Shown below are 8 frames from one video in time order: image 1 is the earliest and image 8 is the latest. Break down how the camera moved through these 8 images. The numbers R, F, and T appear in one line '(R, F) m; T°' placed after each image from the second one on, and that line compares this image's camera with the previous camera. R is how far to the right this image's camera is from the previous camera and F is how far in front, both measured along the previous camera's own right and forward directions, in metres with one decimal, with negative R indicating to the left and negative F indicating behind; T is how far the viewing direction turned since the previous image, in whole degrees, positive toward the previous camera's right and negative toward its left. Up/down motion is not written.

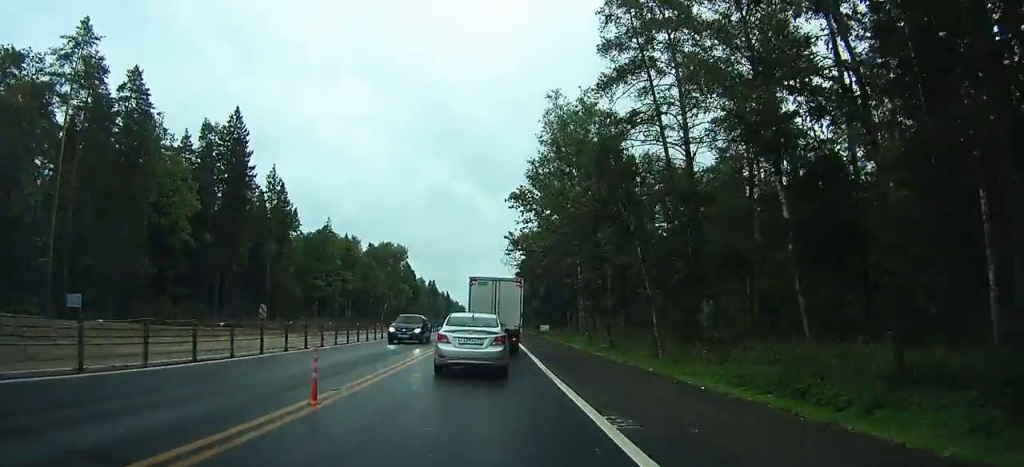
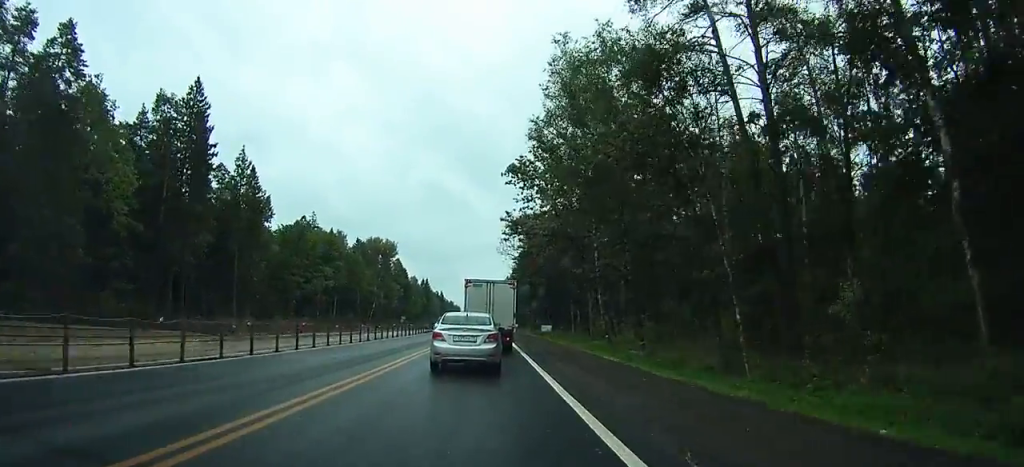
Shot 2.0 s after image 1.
(-0.1, +12.7) m; 0°
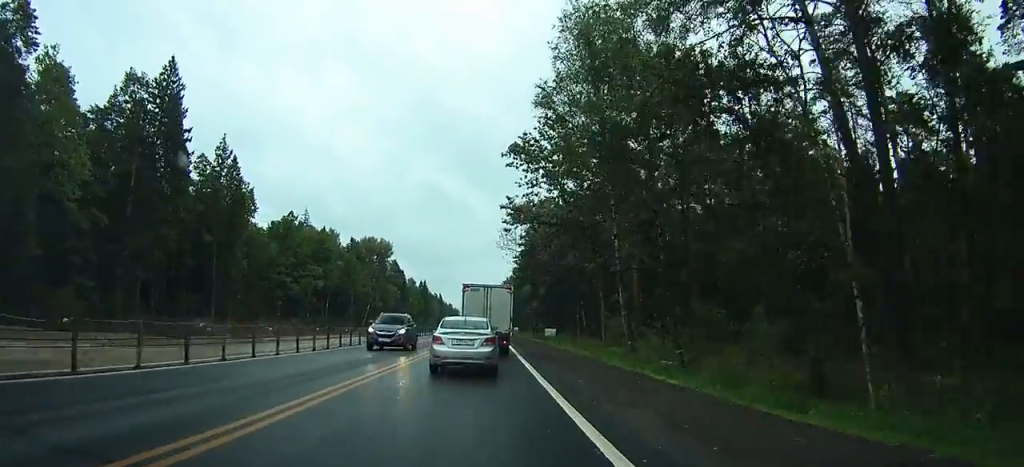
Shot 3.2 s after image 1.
(+0.2, +7.7) m; +1°
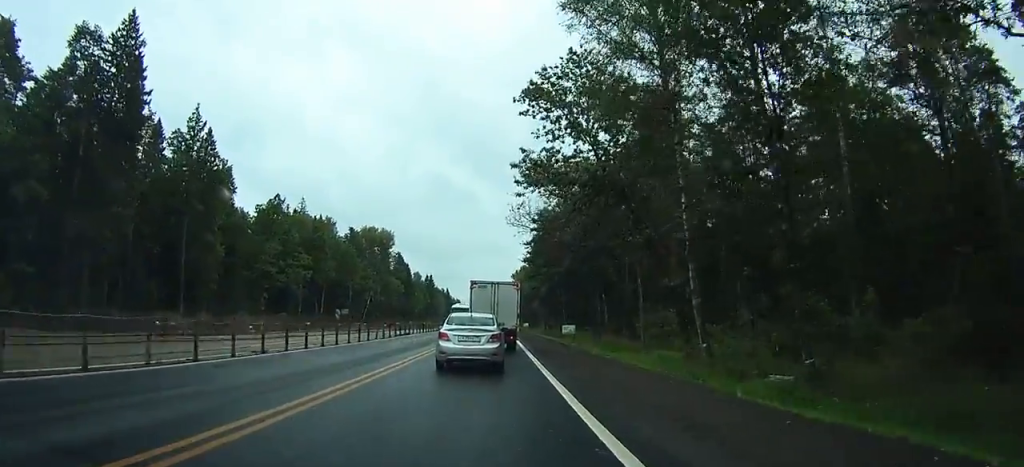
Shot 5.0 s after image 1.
(-0.1, +11.9) m; 0°
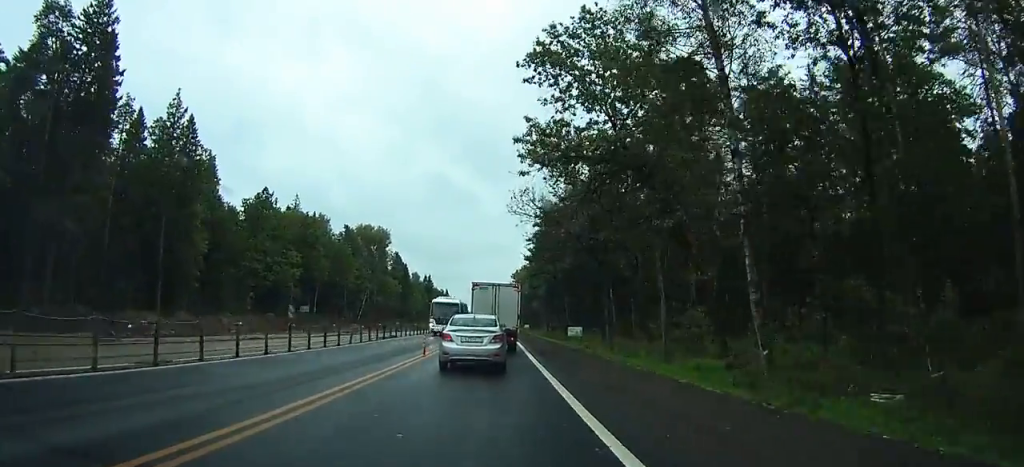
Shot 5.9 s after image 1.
(0.0, +5.9) m; 0°
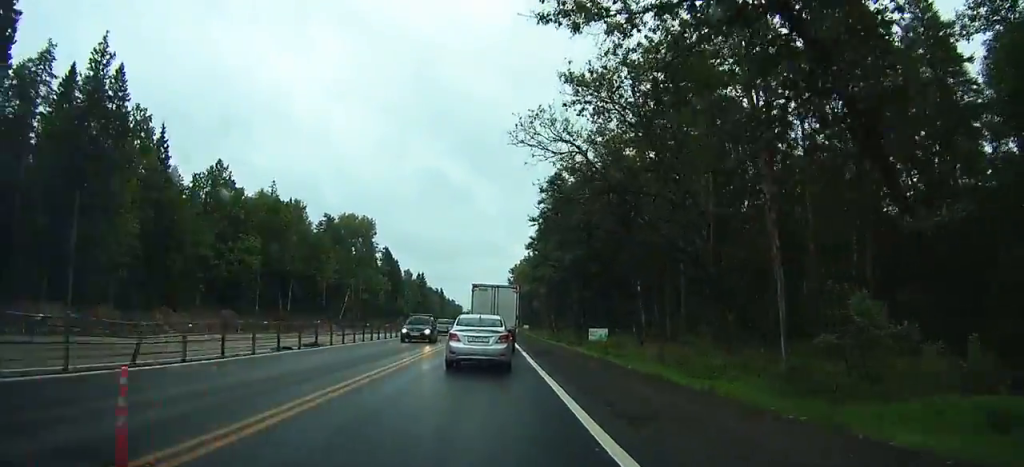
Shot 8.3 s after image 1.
(+0.1, +16.9) m; 0°
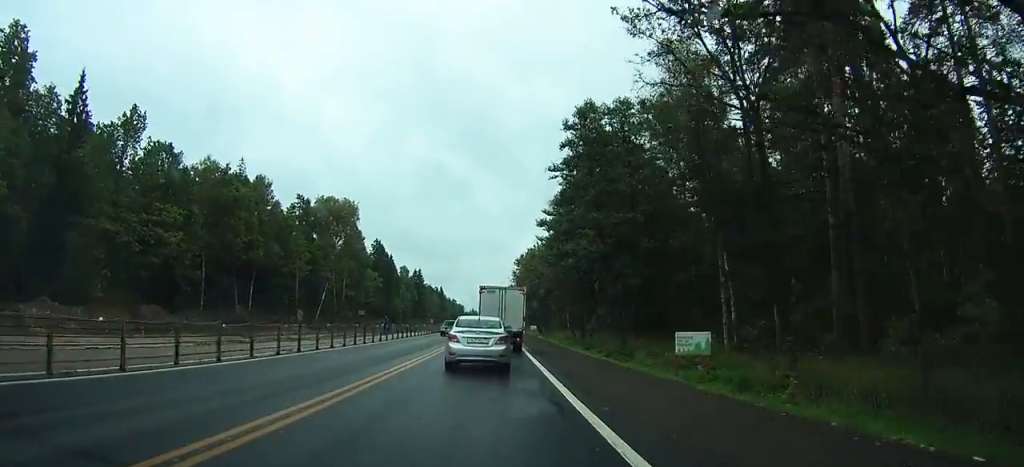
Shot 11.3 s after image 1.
(-0.1, +22.5) m; -1°
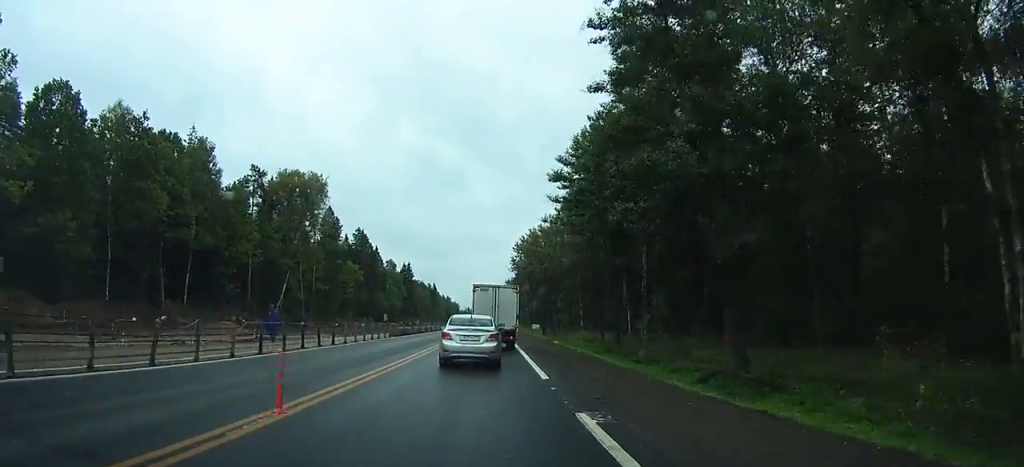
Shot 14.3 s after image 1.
(-0.2, +22.3) m; 0°
